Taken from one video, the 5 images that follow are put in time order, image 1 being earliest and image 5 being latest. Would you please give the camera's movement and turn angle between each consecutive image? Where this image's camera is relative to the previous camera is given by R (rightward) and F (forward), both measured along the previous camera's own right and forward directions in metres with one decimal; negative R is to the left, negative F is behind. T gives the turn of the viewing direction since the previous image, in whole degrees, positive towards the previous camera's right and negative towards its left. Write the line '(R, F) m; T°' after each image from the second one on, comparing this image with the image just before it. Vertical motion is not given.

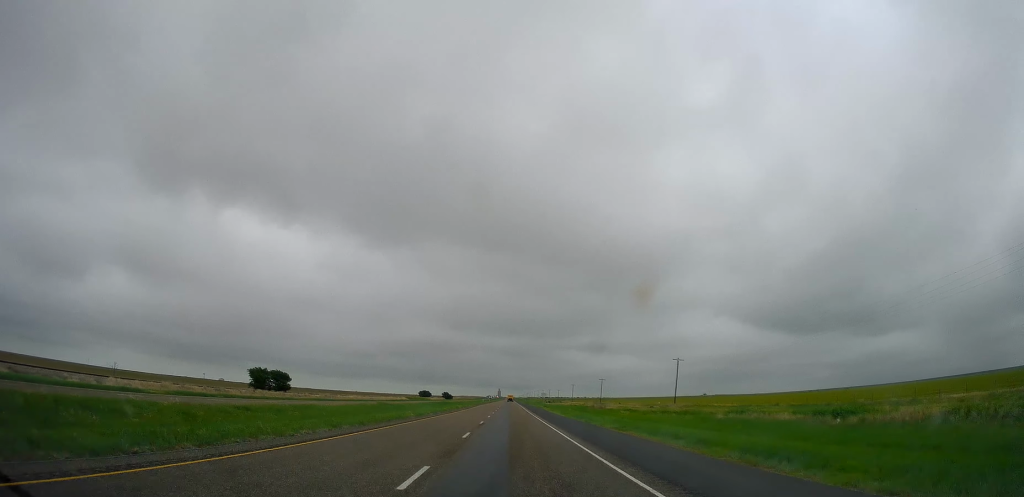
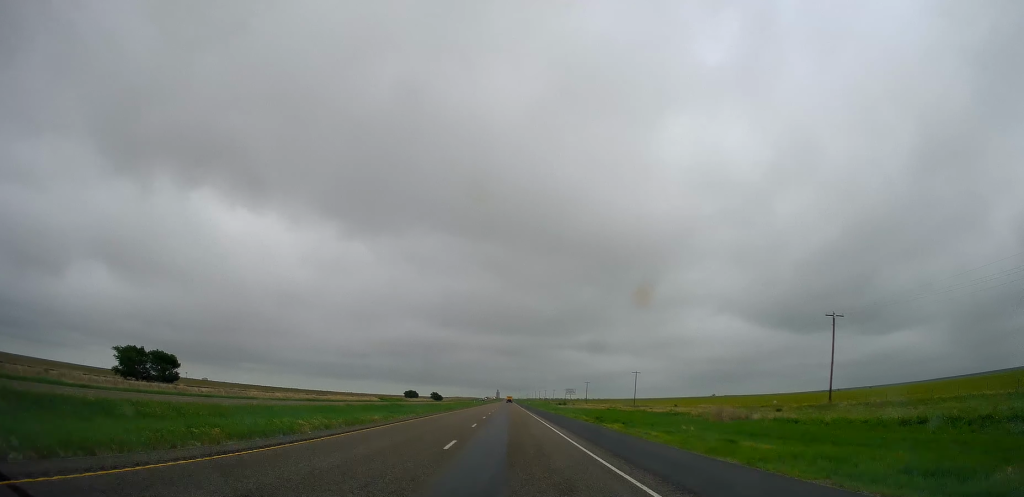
(-0.1, +65.9) m; +1°
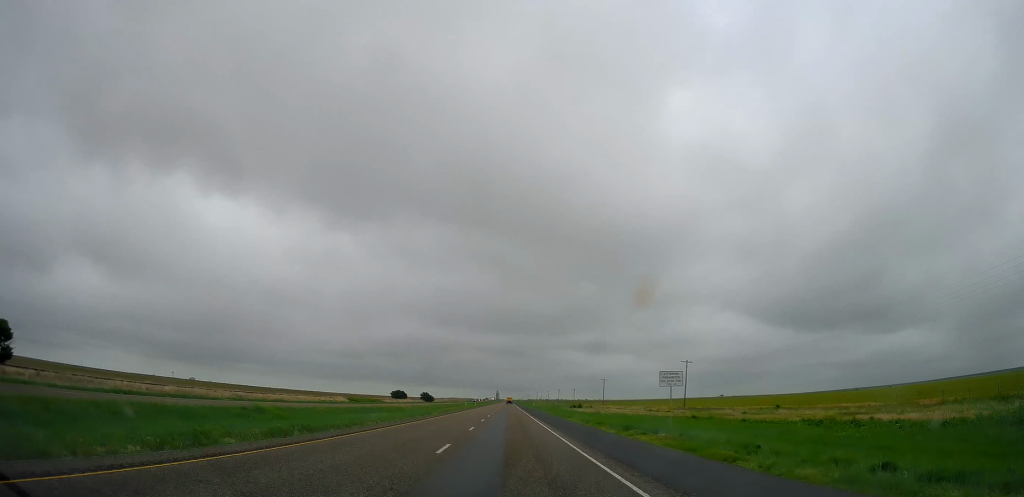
(+0.1, +49.5) m; 0°
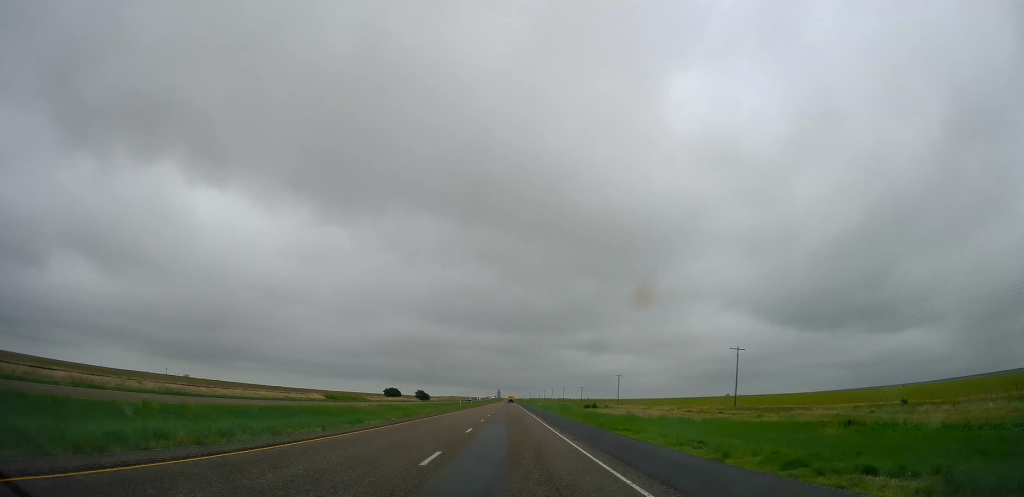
(0.0, +27.5) m; 0°
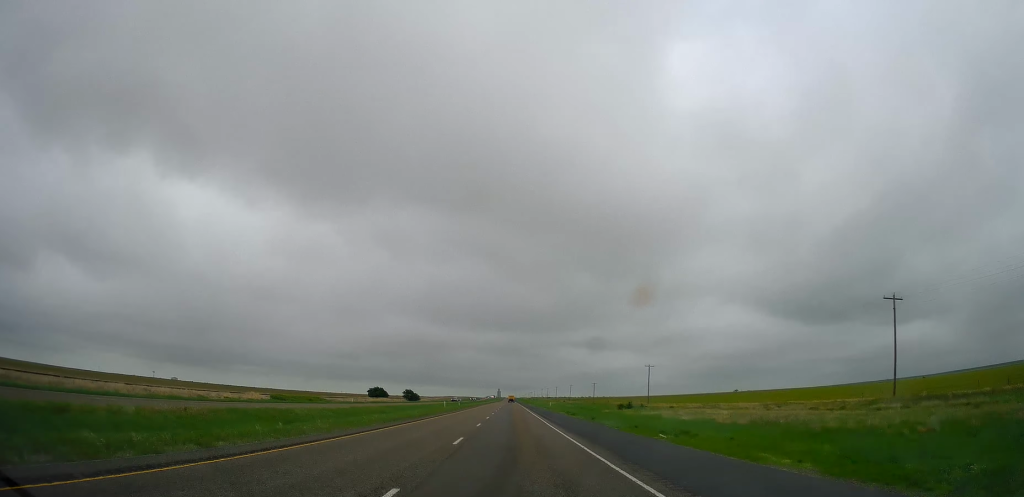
(0.0, +42.6) m; 0°
